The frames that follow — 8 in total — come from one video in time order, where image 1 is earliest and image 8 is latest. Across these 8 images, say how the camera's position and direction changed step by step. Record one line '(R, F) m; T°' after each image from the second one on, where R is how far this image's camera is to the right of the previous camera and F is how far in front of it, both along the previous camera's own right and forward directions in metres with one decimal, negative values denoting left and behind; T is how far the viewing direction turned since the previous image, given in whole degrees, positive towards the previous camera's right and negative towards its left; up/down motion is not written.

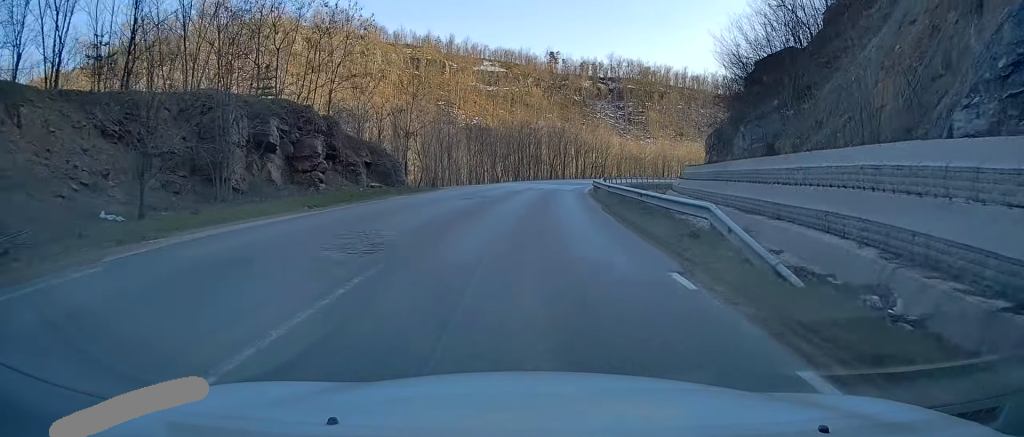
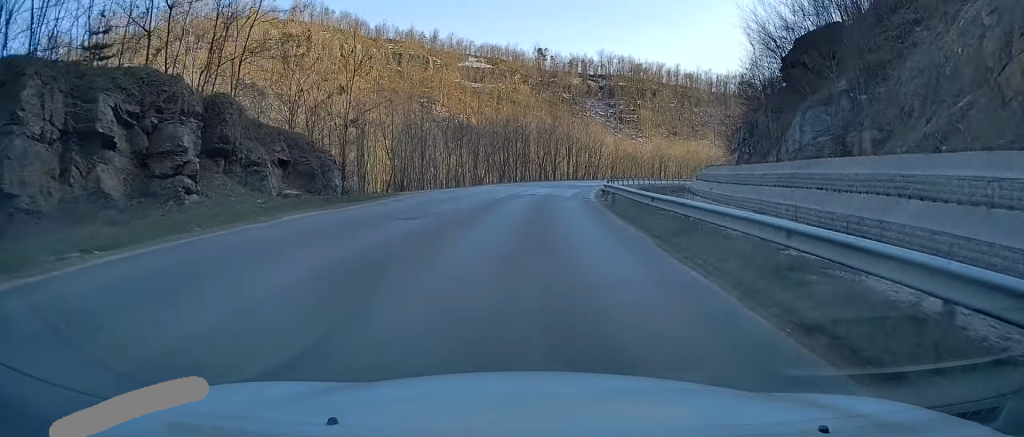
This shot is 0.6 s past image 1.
(+0.3, +11.4) m; +2°
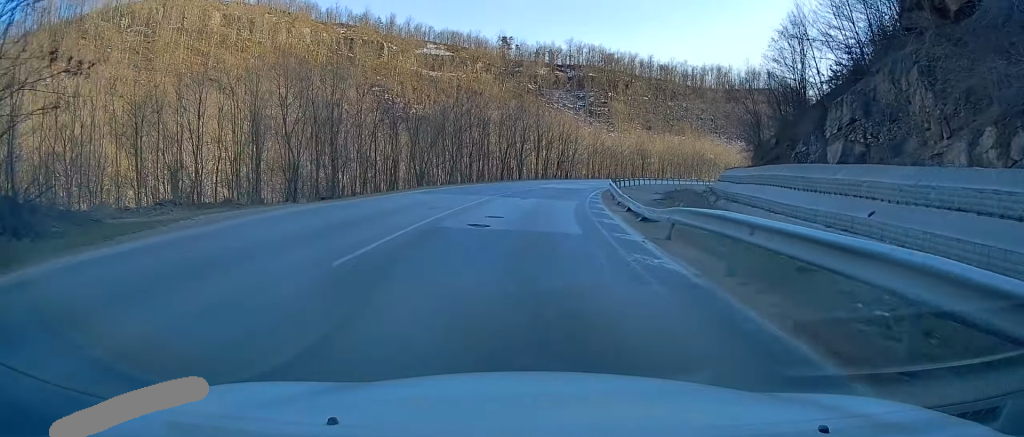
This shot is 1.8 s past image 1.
(+0.7, +20.6) m; +4°
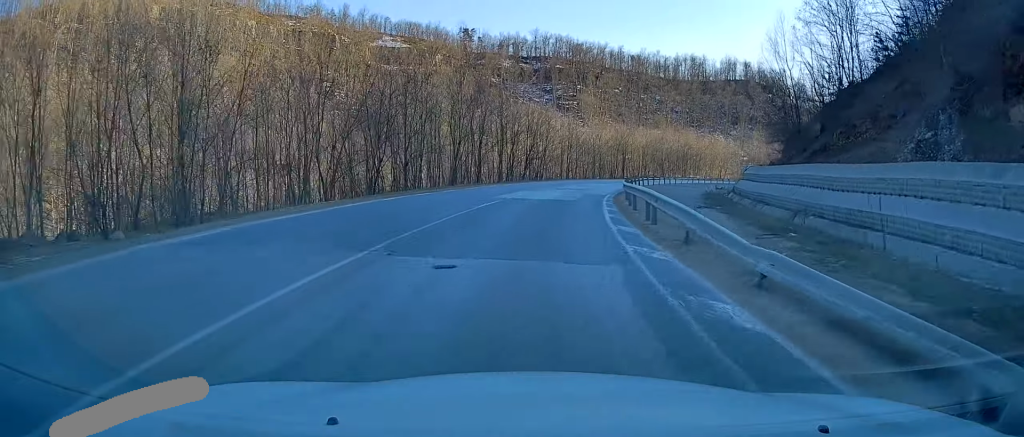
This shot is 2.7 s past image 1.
(+0.5, +17.0) m; +4°
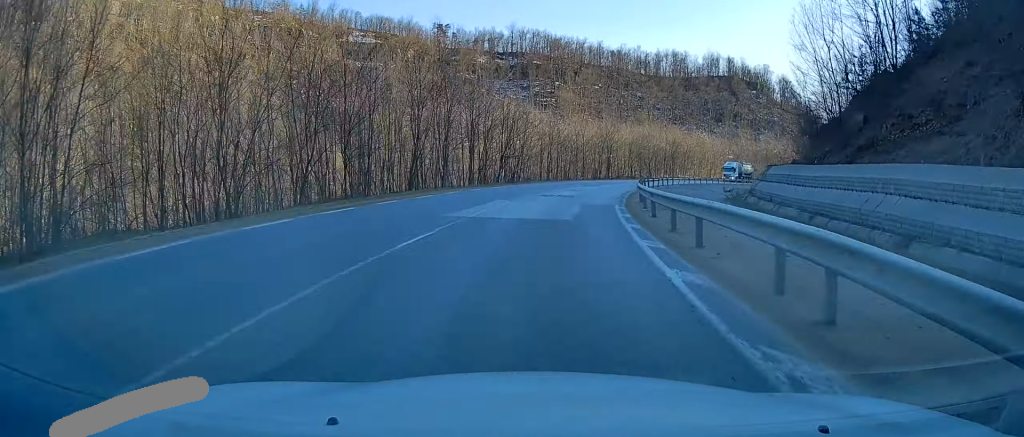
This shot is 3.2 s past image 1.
(0.0, +9.7) m; +3°
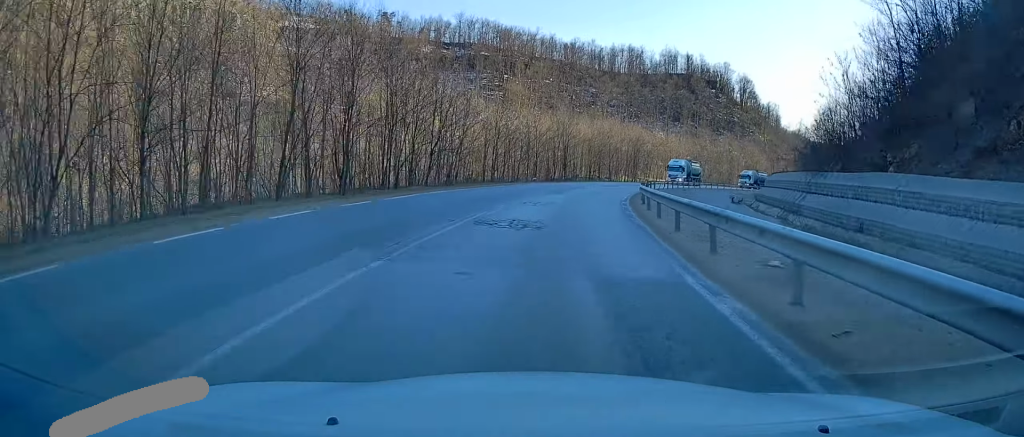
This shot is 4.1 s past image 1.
(+0.7, +15.0) m; +5°
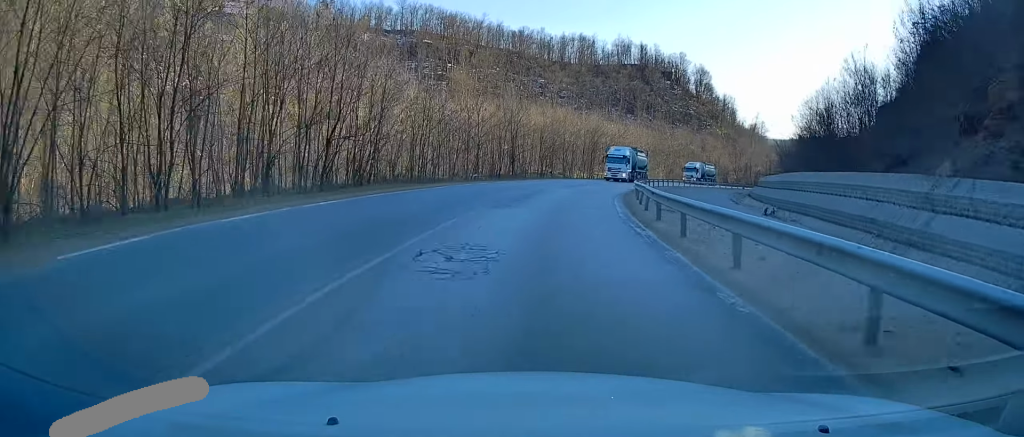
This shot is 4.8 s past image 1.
(+0.6, +13.8) m; +5°
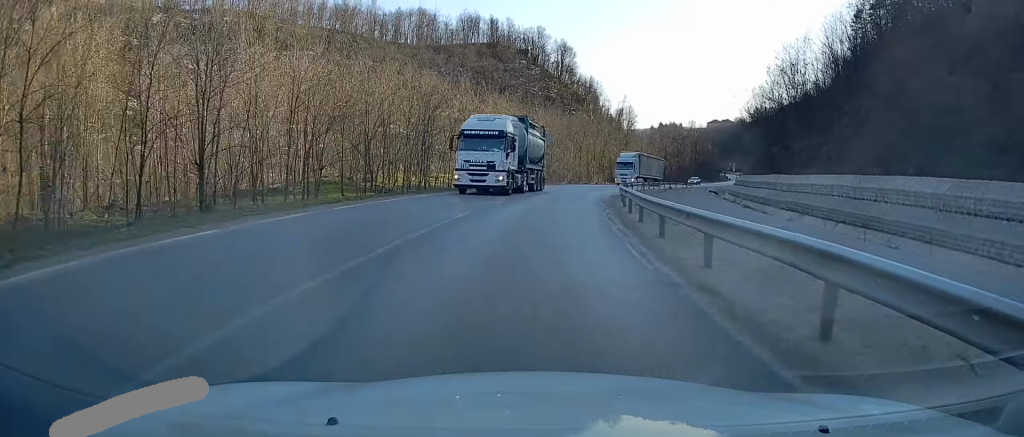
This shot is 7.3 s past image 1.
(+5.5, +44.5) m; +13°
